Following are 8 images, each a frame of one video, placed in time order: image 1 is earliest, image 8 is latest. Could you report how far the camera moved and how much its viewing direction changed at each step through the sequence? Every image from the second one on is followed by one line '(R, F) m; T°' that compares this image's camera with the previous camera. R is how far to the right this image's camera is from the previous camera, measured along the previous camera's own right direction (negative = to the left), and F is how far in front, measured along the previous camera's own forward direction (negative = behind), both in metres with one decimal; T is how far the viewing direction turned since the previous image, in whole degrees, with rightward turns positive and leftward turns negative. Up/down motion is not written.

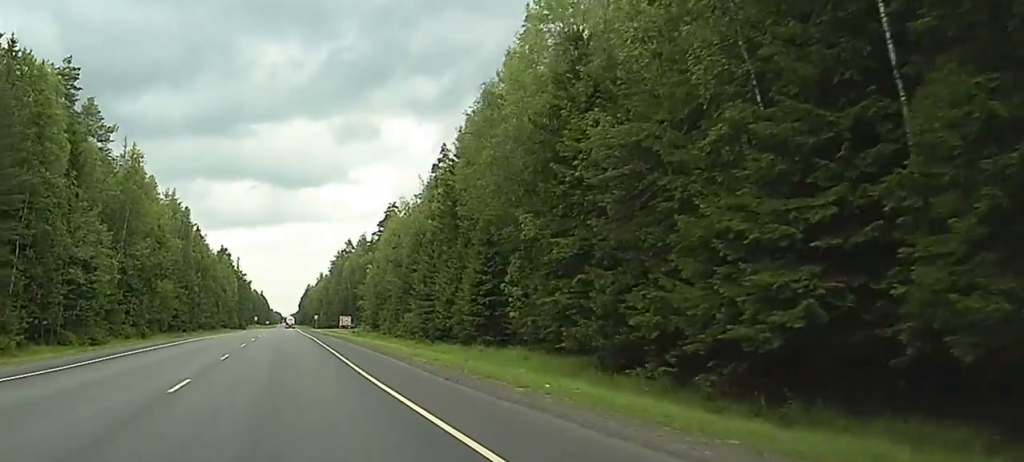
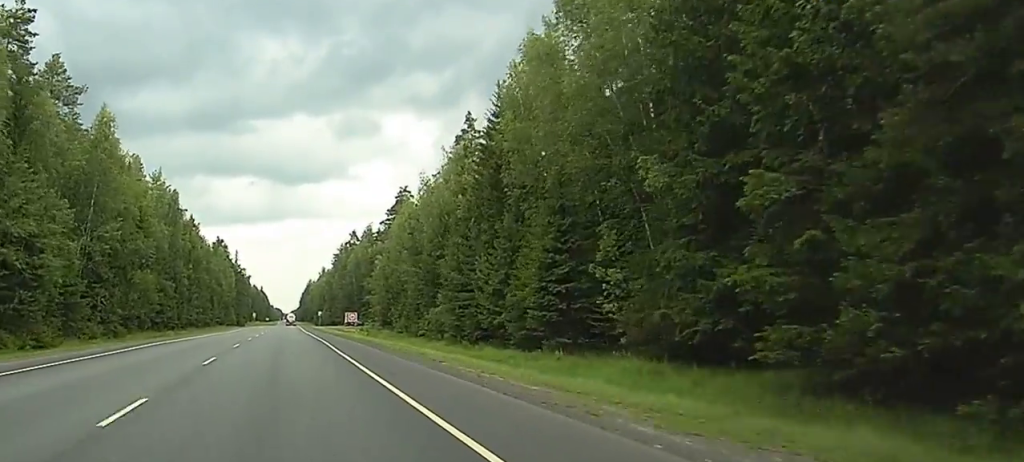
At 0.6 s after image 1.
(+1.5, +18.1) m; +2°
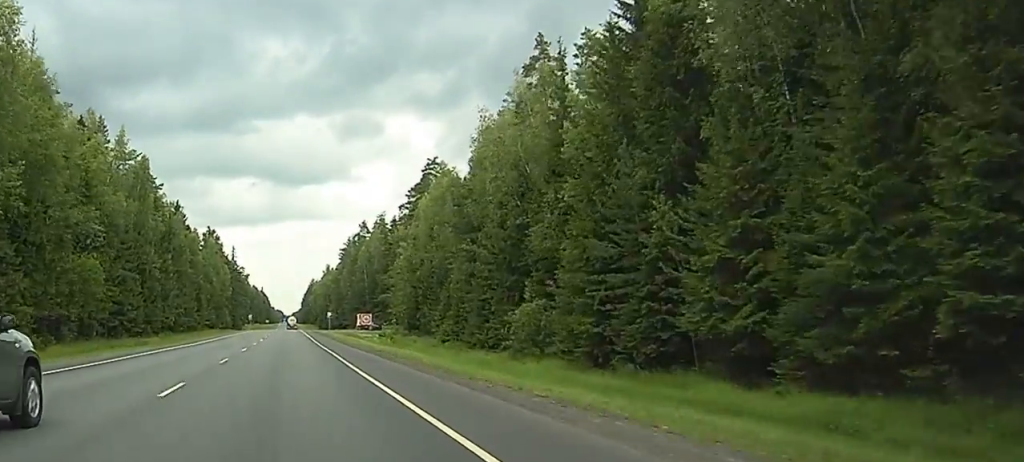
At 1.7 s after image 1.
(-1.6, +33.4) m; -3°
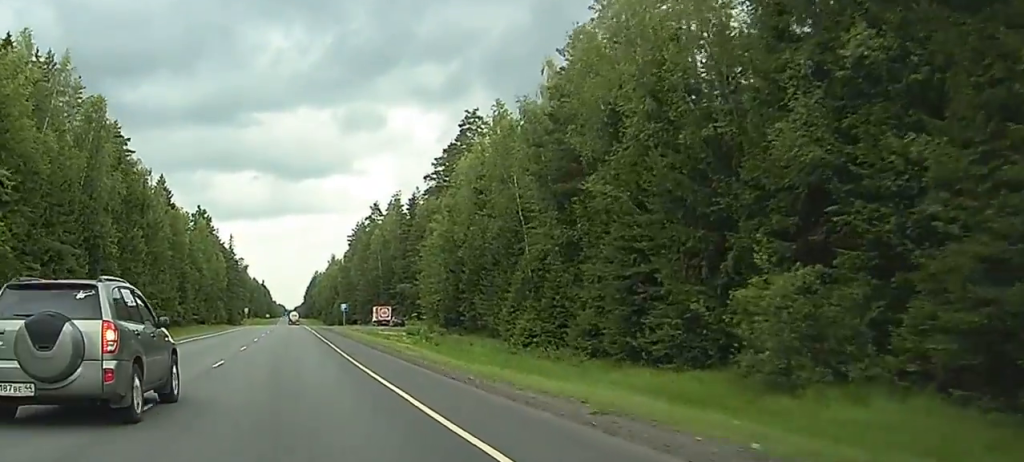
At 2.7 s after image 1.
(0.0, +29.1) m; 0°
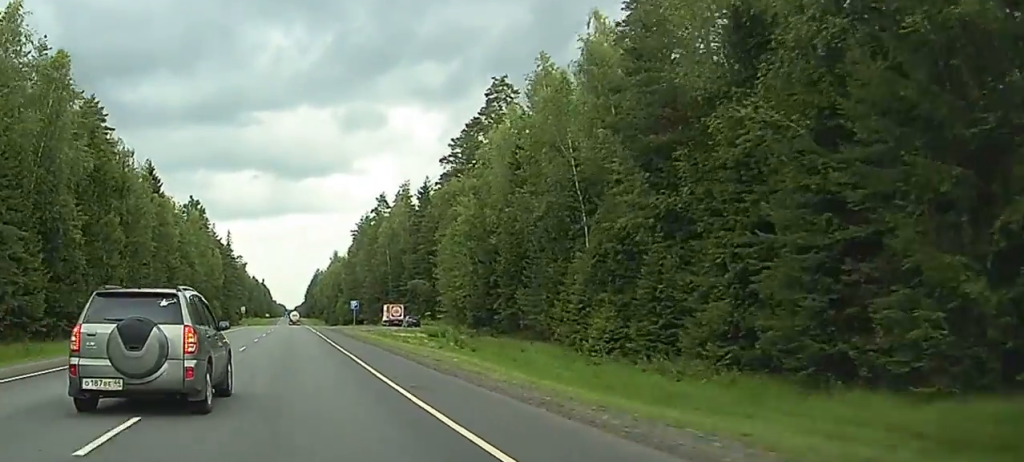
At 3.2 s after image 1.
(0.0, +14.9) m; 0°
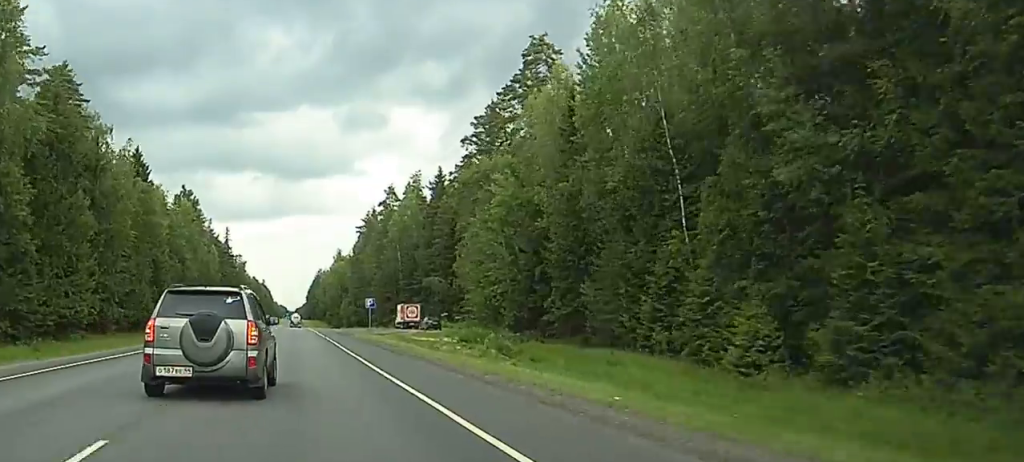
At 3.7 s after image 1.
(+0.1, +14.8) m; 0°
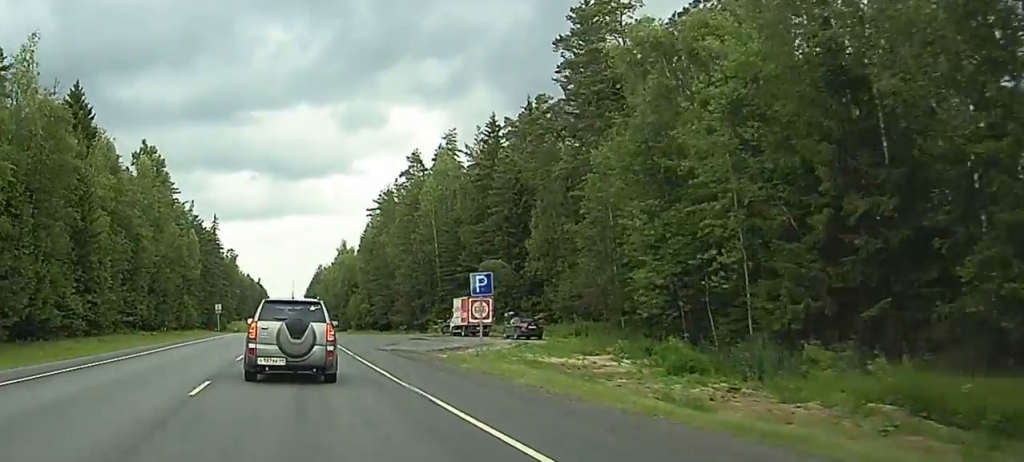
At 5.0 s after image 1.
(-0.3, +40.1) m; 0°
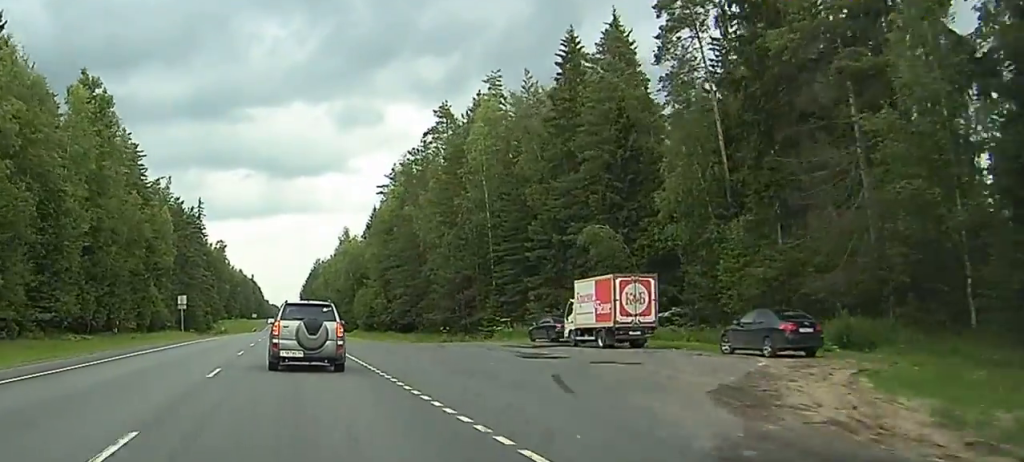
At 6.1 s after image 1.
(+0.2, +32.1) m; +1°
